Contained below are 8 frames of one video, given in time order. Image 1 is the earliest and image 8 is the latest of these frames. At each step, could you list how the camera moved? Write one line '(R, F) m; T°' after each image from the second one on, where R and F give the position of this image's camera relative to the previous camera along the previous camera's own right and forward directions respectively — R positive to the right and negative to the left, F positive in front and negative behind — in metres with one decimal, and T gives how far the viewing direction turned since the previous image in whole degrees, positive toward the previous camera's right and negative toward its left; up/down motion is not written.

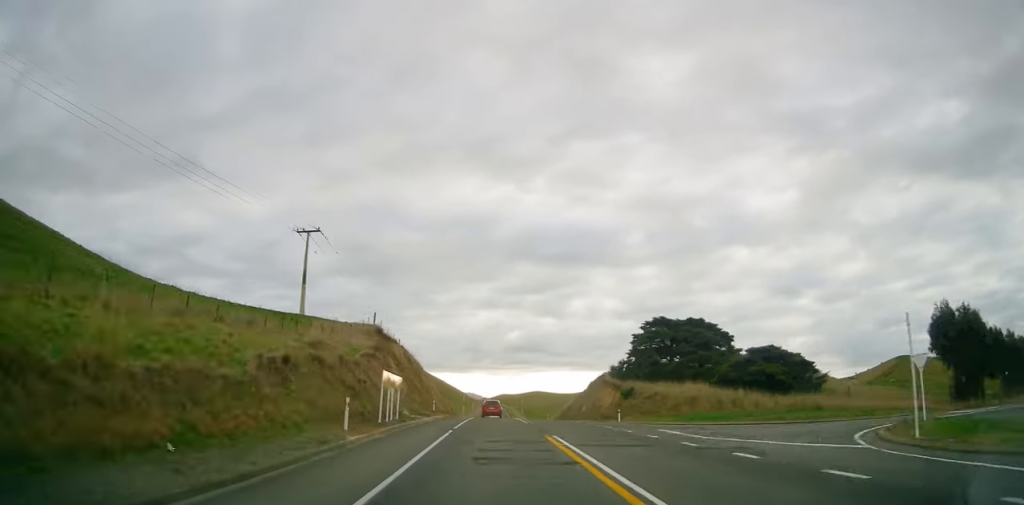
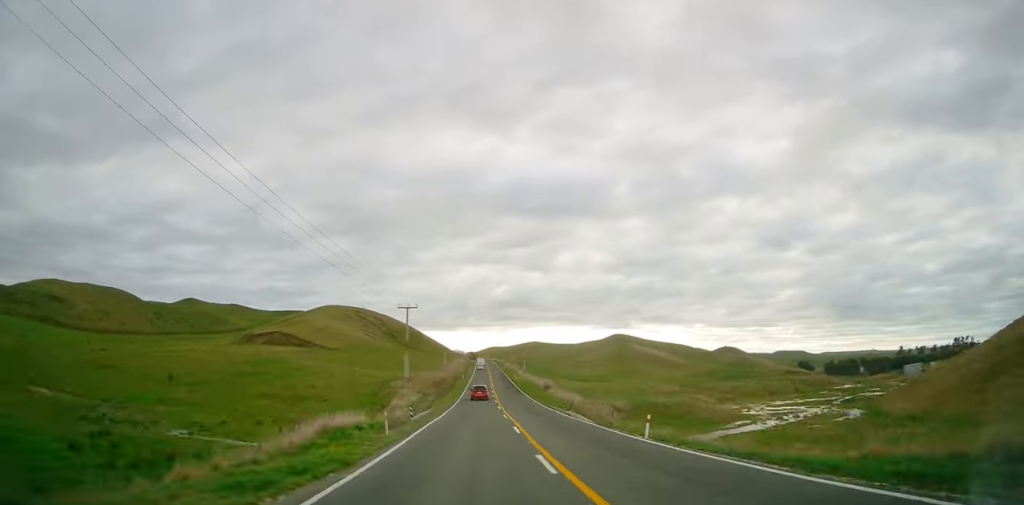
(-1.4, +99.4) m; -1°
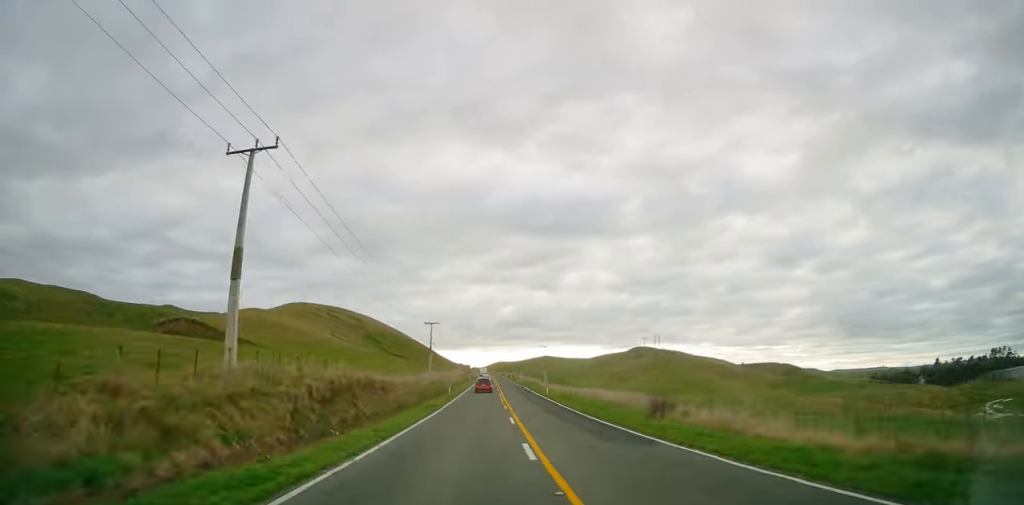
(-0.9, +48.2) m; 0°
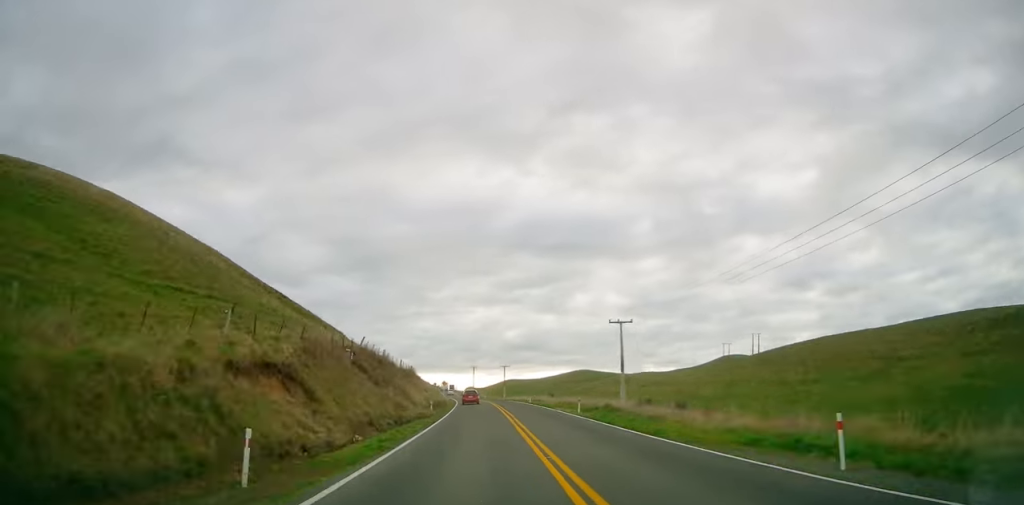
(+0.2, +137.3) m; -2°
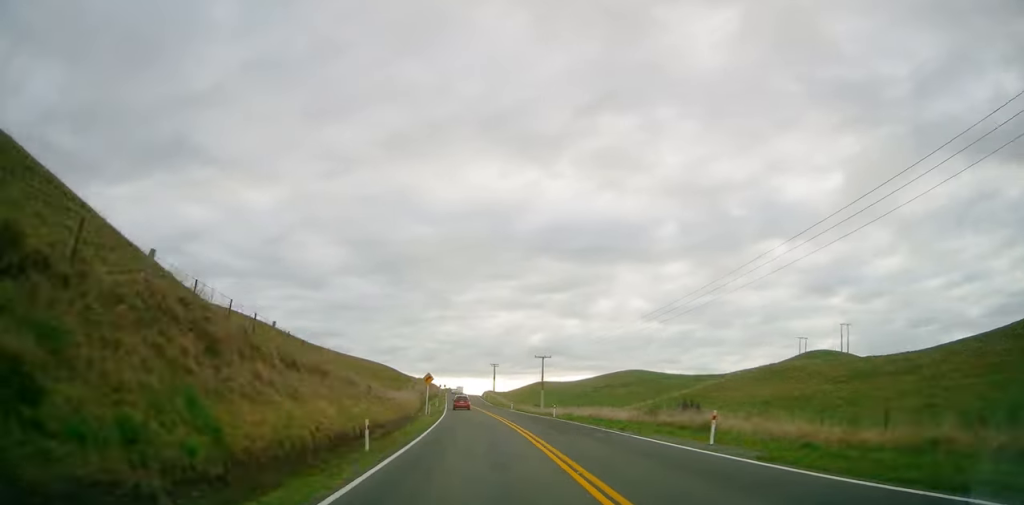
(-0.6, +50.4) m; -2°
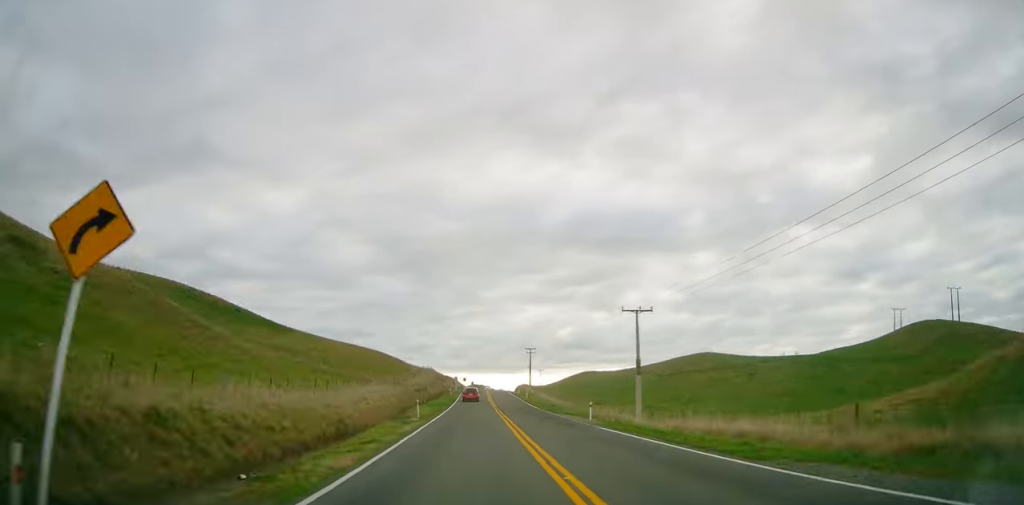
(-1.0, +41.1) m; -2°
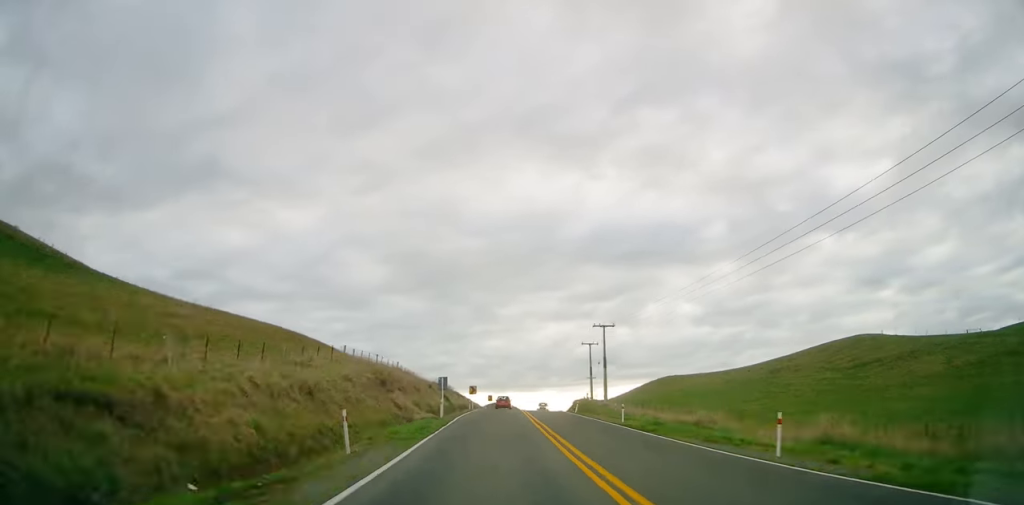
(-1.2, +63.3) m; +1°
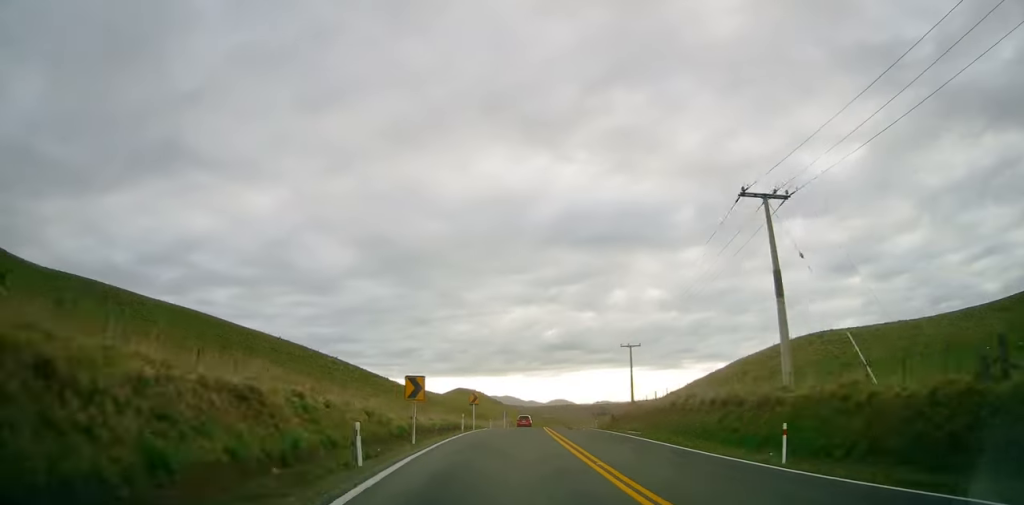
(+1.3, +65.4) m; +3°
